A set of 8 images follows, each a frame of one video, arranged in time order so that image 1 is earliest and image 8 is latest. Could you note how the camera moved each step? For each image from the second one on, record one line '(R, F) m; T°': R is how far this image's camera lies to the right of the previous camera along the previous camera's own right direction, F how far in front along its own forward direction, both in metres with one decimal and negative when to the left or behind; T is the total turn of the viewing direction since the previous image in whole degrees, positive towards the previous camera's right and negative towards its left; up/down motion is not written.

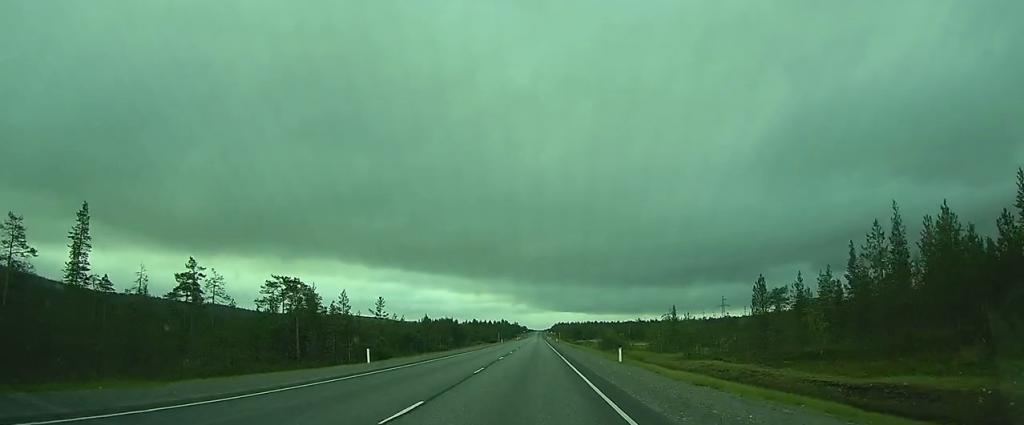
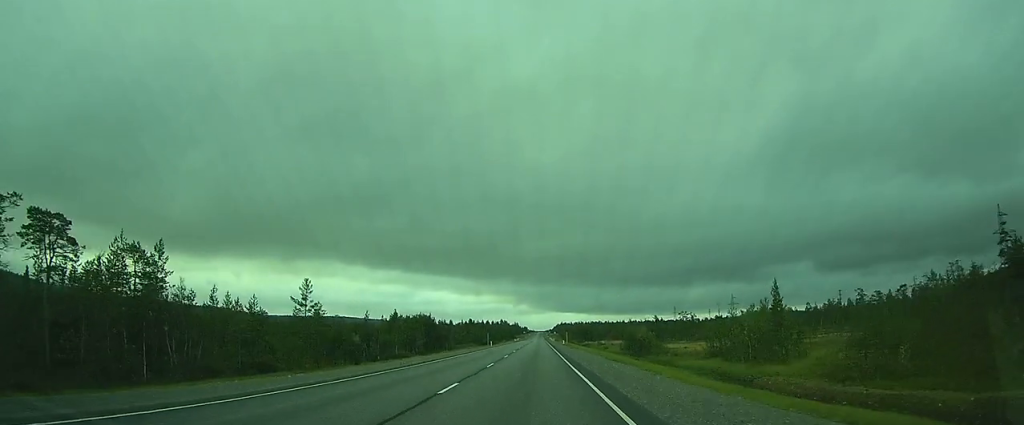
(-0.2, +31.7) m; -1°
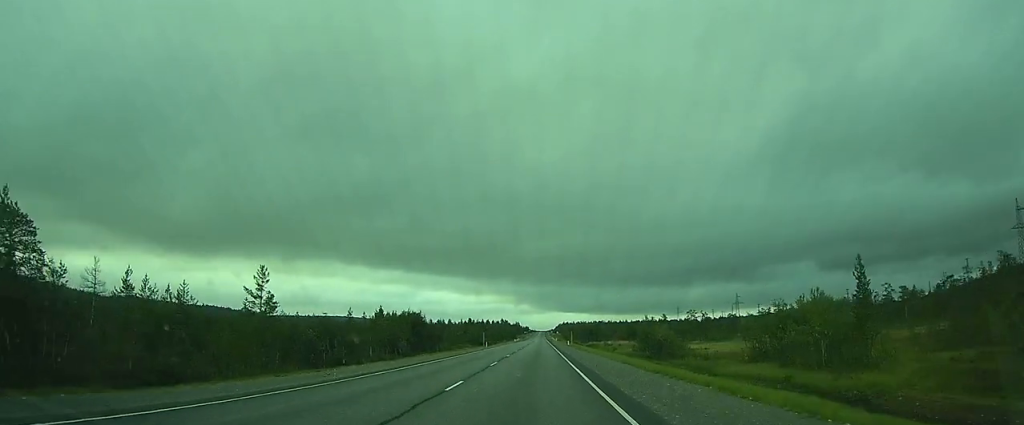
(0.0, +11.4) m; 0°
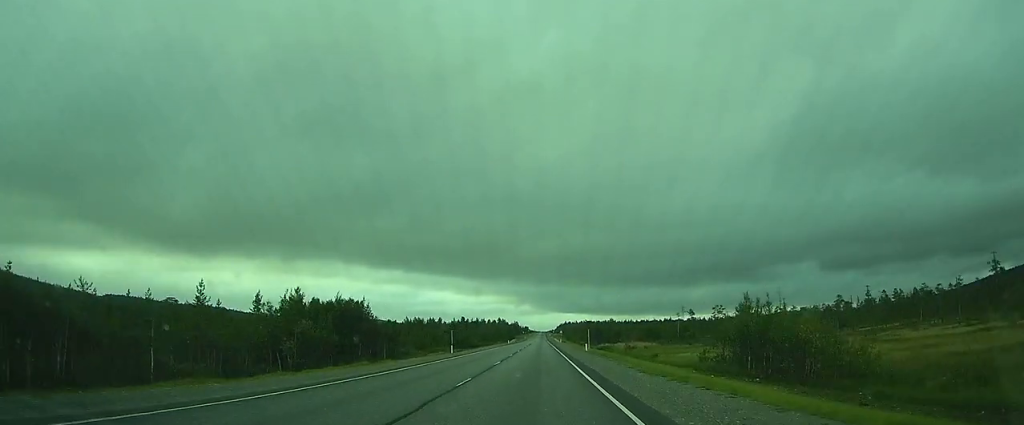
(-0.3, +35.2) m; 0°
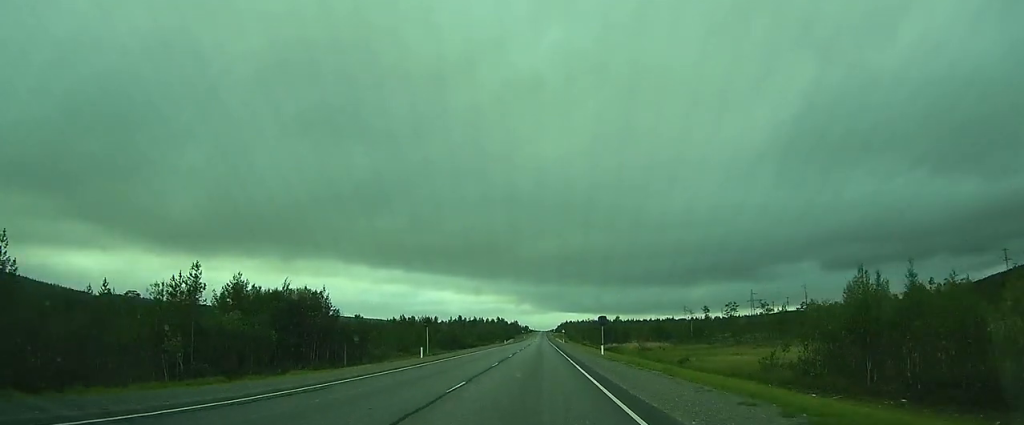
(0.0, +13.9) m; 0°
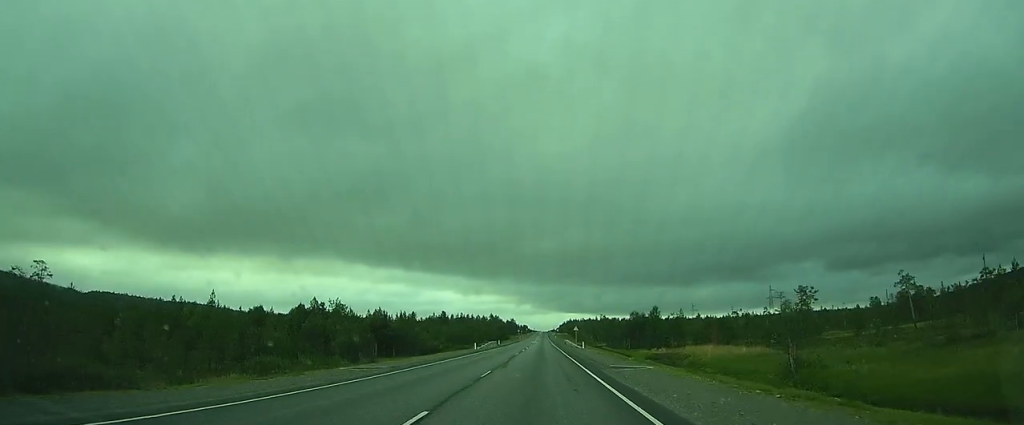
(+0.3, +54.9) m; +1°
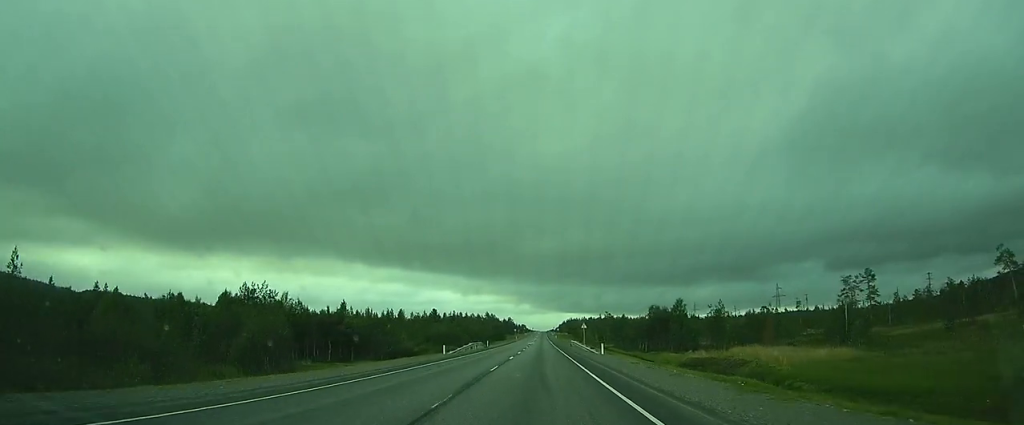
(0.0, +20.6) m; 0°
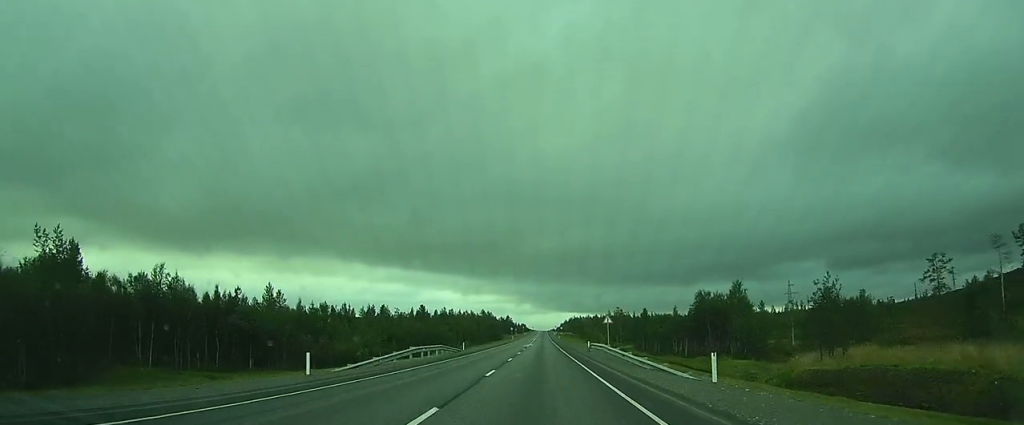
(0.0, +27.2) m; 0°
